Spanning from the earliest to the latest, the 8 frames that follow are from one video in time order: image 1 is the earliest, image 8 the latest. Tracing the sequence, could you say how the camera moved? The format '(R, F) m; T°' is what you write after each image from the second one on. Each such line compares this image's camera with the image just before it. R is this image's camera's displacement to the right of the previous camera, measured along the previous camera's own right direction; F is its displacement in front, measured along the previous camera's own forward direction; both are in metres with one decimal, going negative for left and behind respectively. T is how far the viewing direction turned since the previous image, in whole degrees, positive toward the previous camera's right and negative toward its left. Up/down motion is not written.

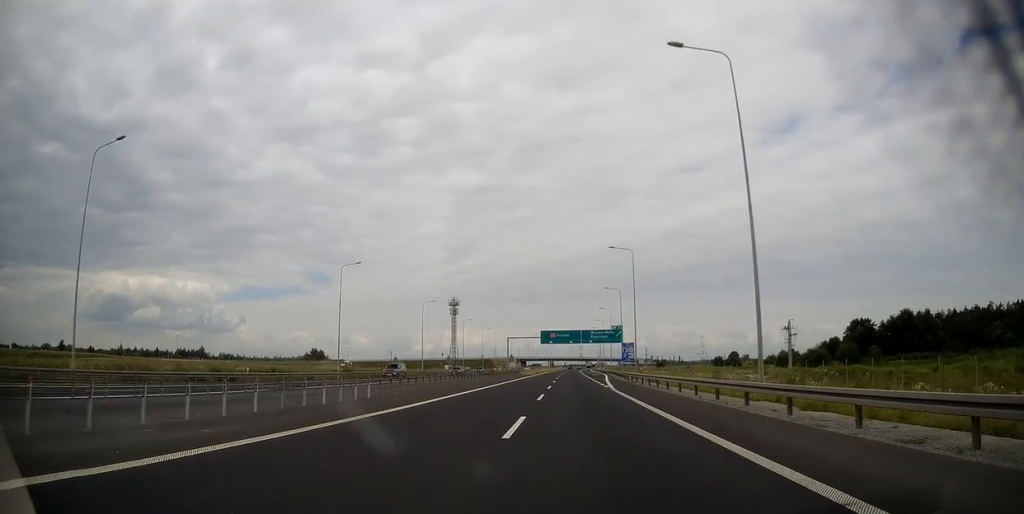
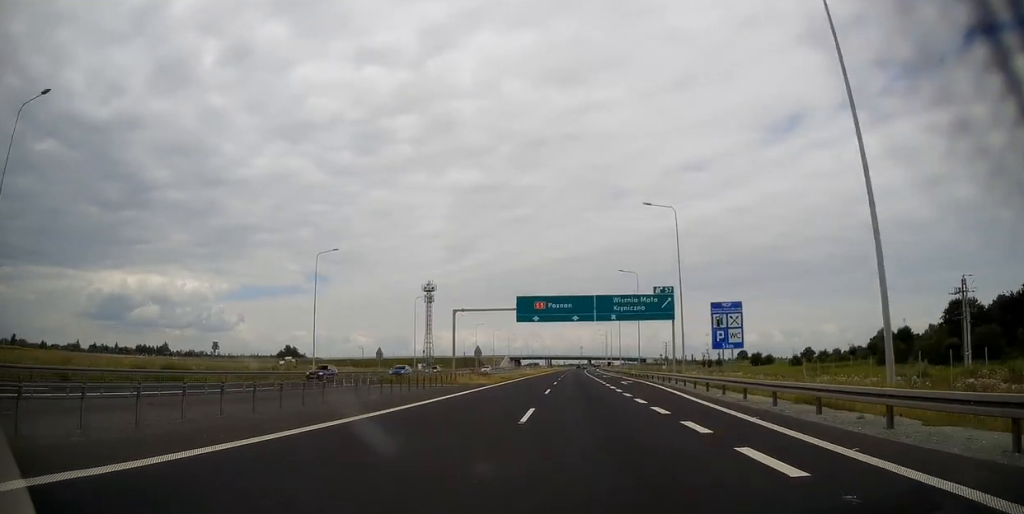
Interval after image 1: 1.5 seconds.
(-0.4, +53.0) m; 0°
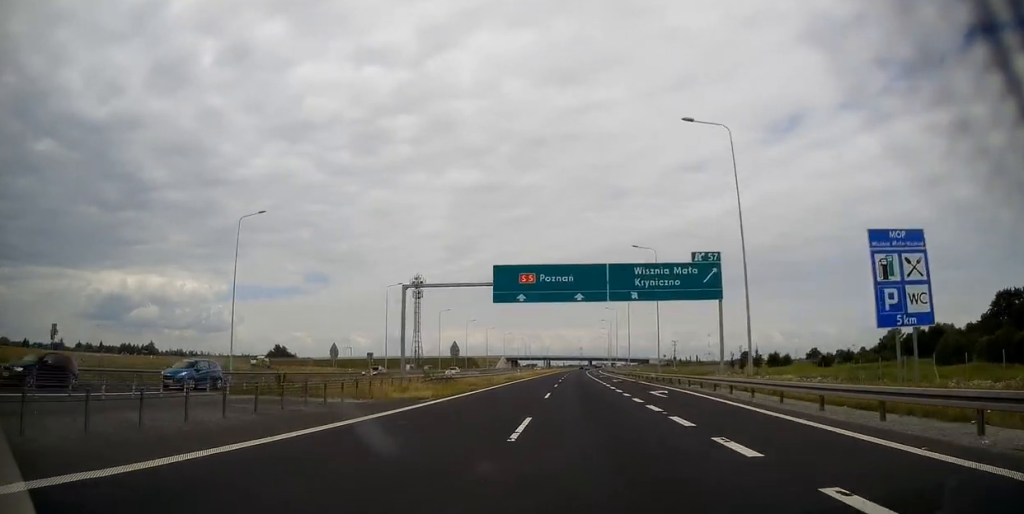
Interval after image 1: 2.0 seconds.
(+0.1, +18.1) m; +1°
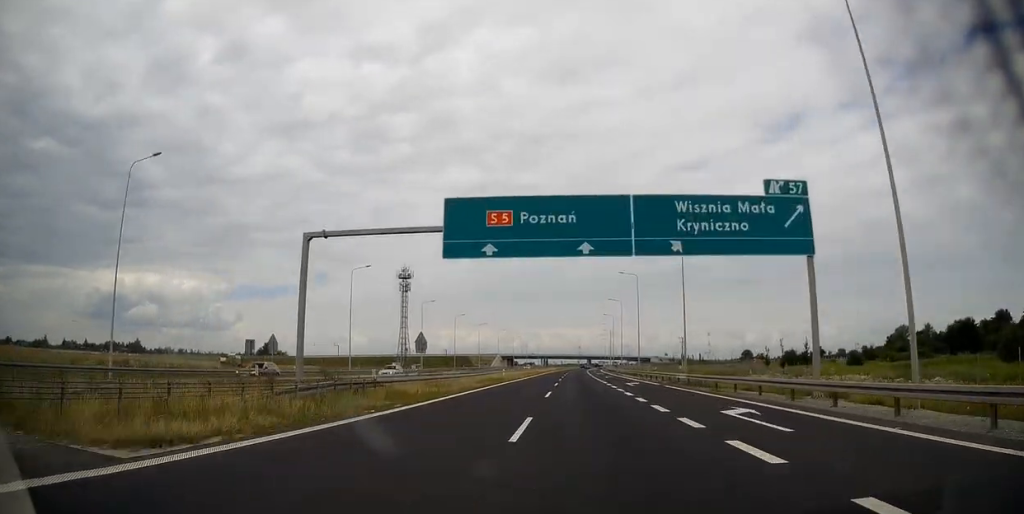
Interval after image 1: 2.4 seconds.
(0.0, +15.7) m; +1°
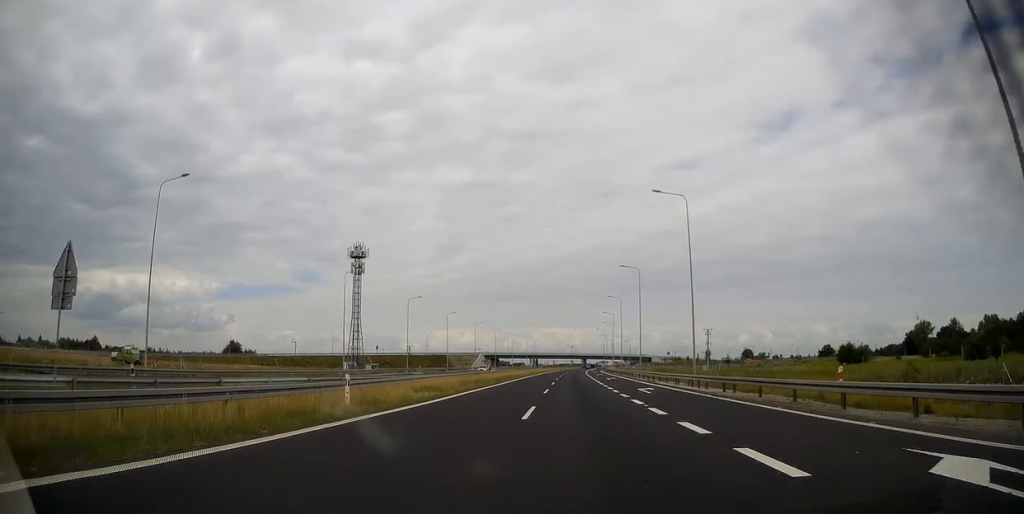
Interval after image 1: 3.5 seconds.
(+0.4, +41.0) m; +1°
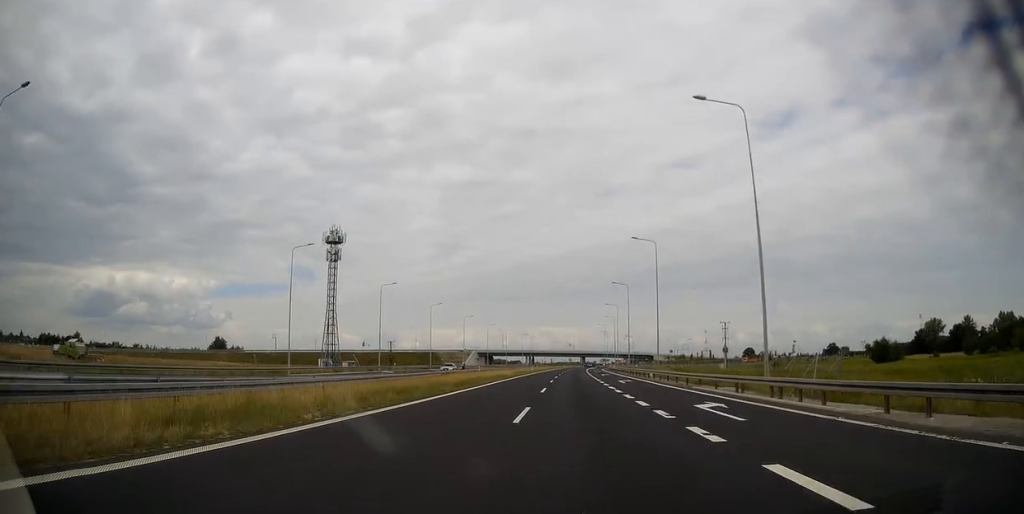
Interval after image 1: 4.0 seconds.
(-0.1, +16.8) m; 0°
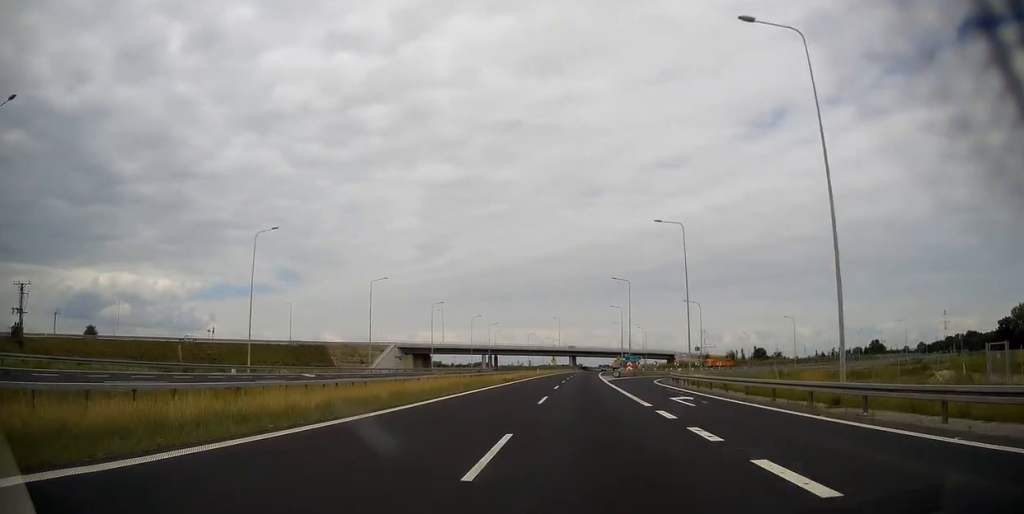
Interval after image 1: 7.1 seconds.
(+0.7, +112.0) m; +2°
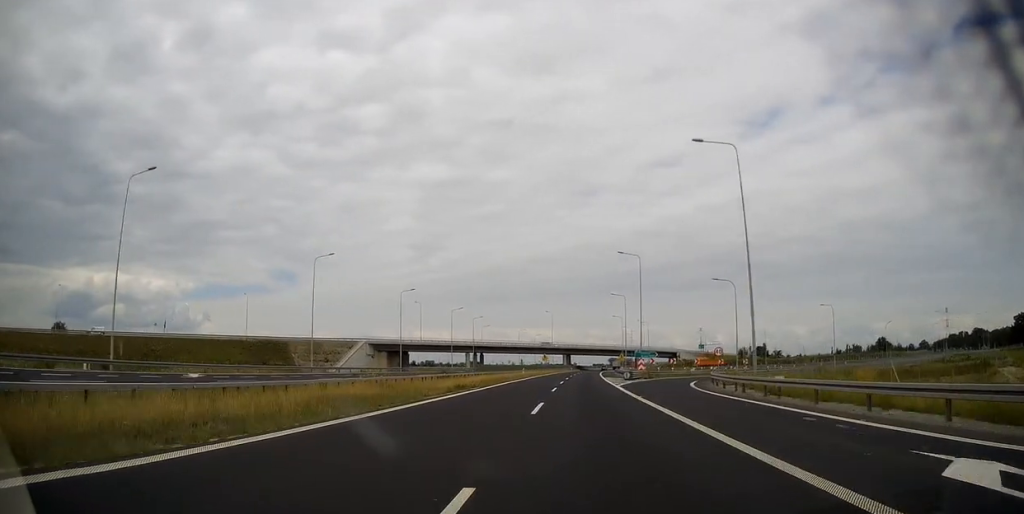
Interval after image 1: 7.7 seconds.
(+0.1, +20.1) m; 0°
